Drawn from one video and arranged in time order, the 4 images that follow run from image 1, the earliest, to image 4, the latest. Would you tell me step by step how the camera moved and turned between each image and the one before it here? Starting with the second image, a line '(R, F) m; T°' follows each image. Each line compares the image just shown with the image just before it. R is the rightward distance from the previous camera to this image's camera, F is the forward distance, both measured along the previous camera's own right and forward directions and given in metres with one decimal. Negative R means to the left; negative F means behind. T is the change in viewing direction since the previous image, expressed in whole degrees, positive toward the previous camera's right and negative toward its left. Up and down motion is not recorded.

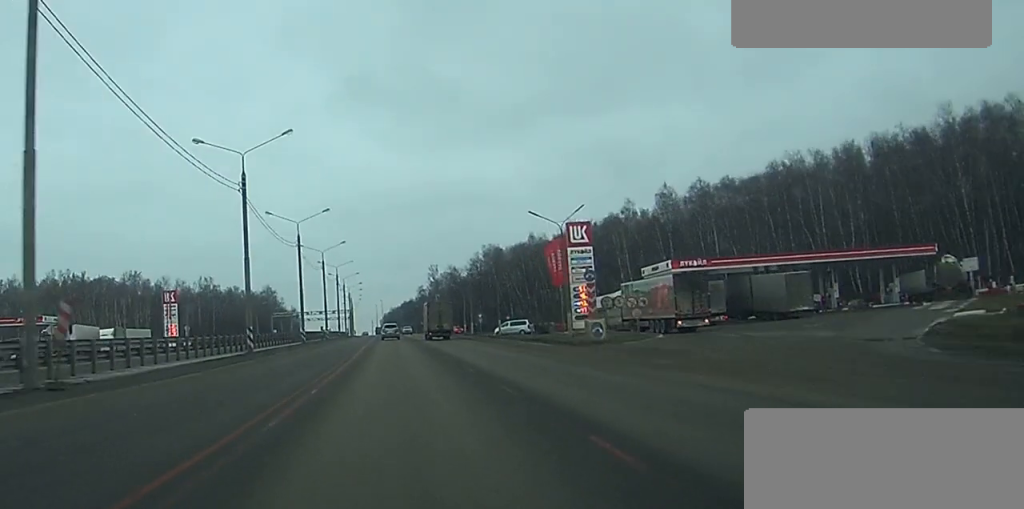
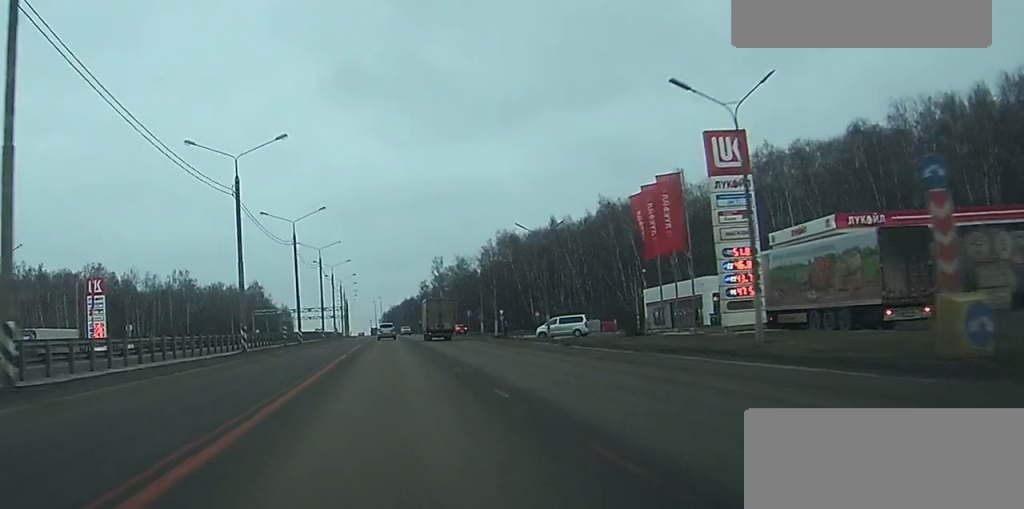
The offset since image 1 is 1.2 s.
(-0.1, +33.9) m; 0°
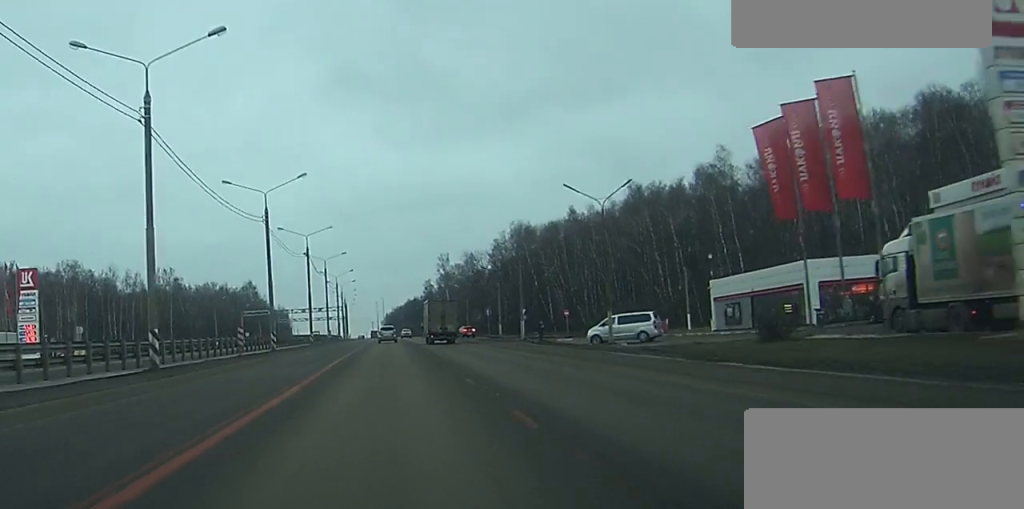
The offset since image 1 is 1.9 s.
(0.0, +20.2) m; 0°
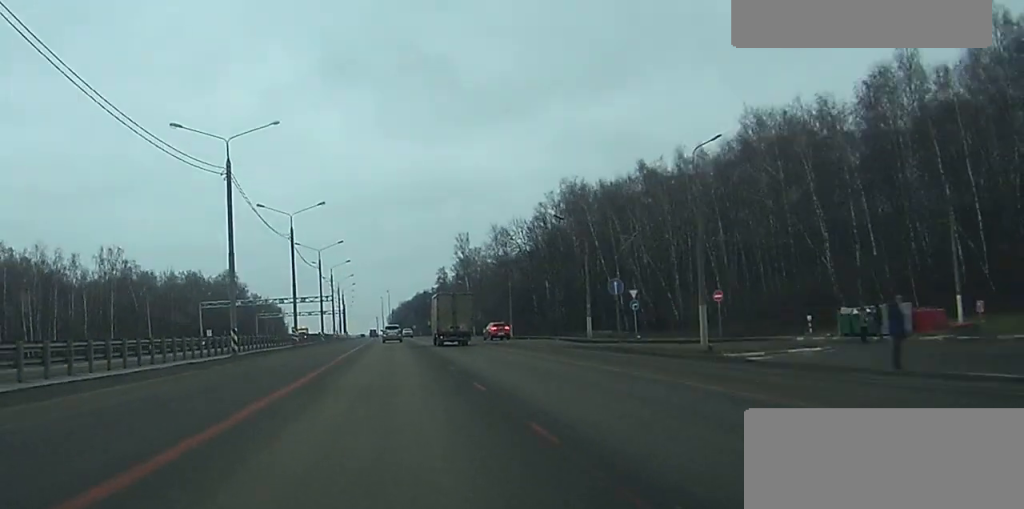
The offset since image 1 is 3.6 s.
(-0.2, +50.3) m; 0°
